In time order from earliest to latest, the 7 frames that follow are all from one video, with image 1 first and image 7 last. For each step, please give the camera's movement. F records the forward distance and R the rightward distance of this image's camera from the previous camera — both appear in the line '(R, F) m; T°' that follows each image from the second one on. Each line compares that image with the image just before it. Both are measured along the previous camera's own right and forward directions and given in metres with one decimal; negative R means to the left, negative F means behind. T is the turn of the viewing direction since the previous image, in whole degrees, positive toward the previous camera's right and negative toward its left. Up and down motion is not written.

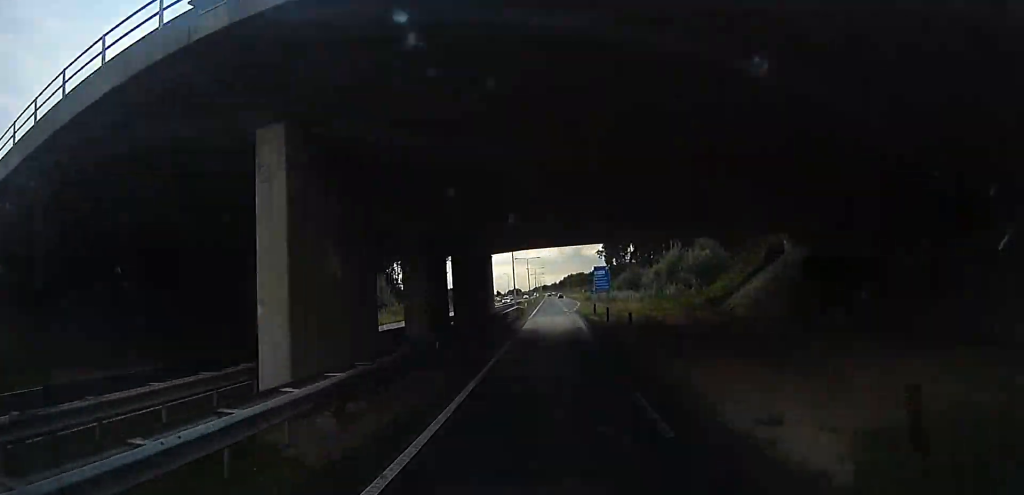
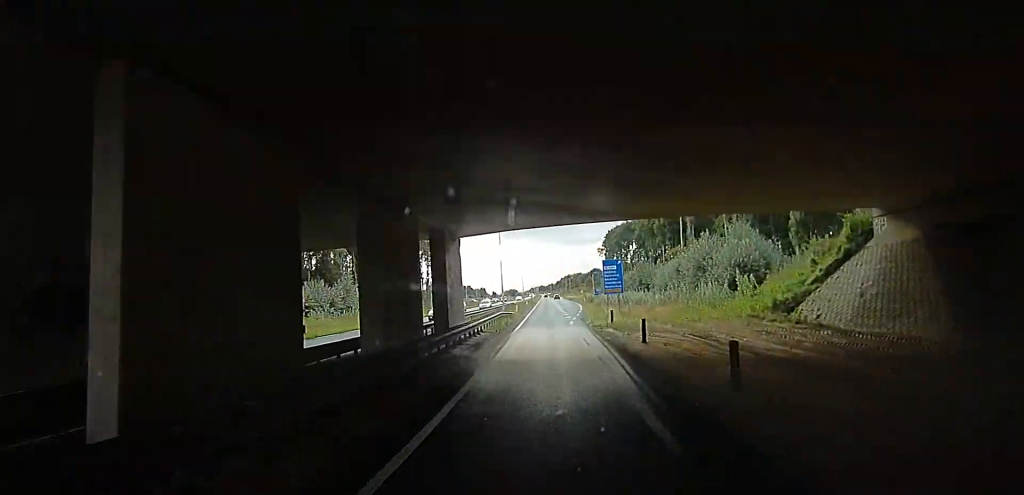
(0.0, +12.6) m; 0°
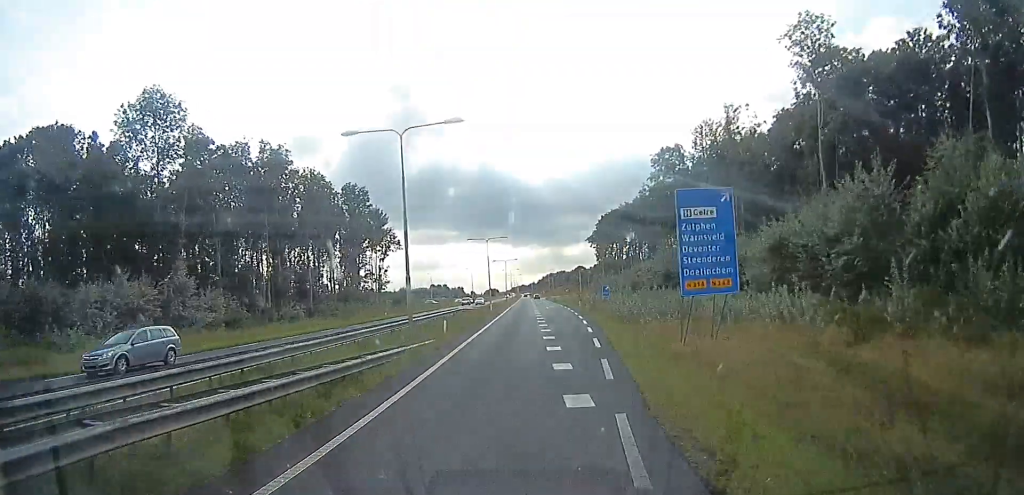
(0.0, +30.7) m; 0°
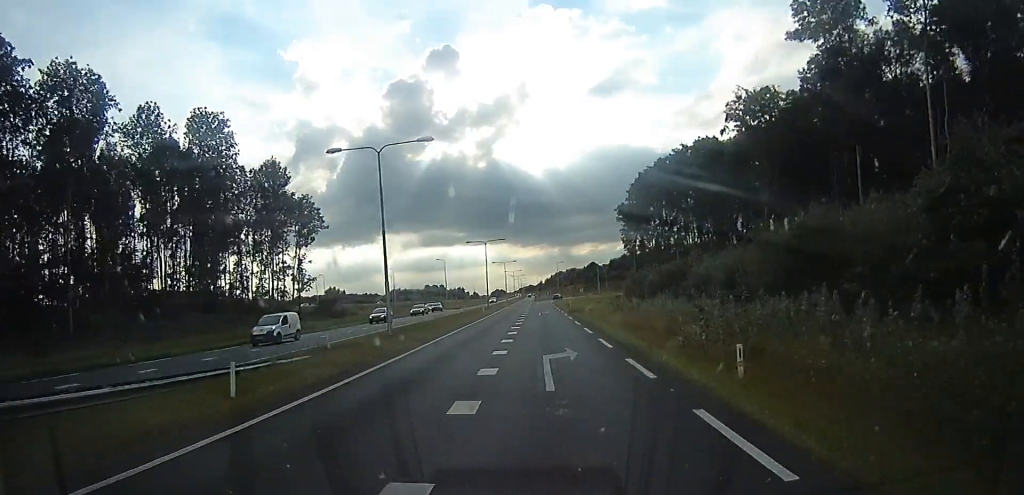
(-1.0, +48.6) m; -2°
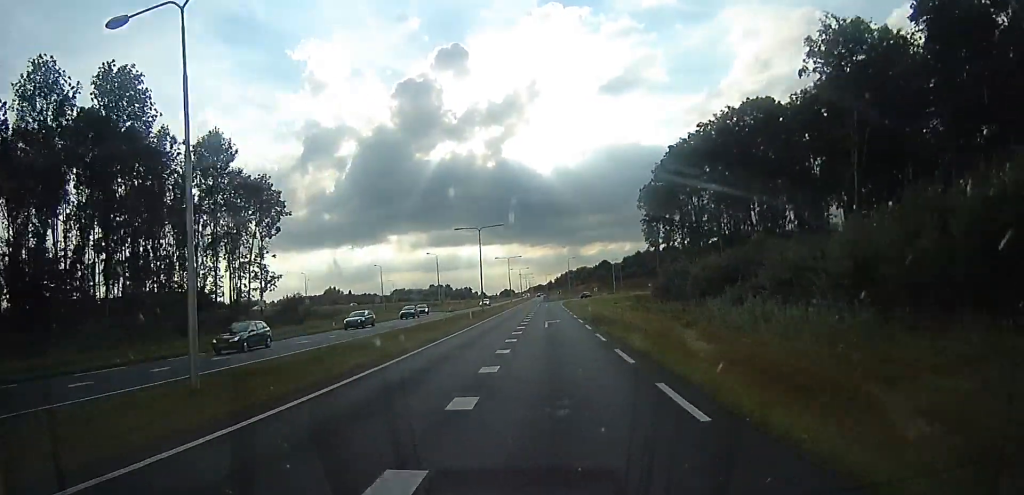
(0.0, +15.8) m; 0°
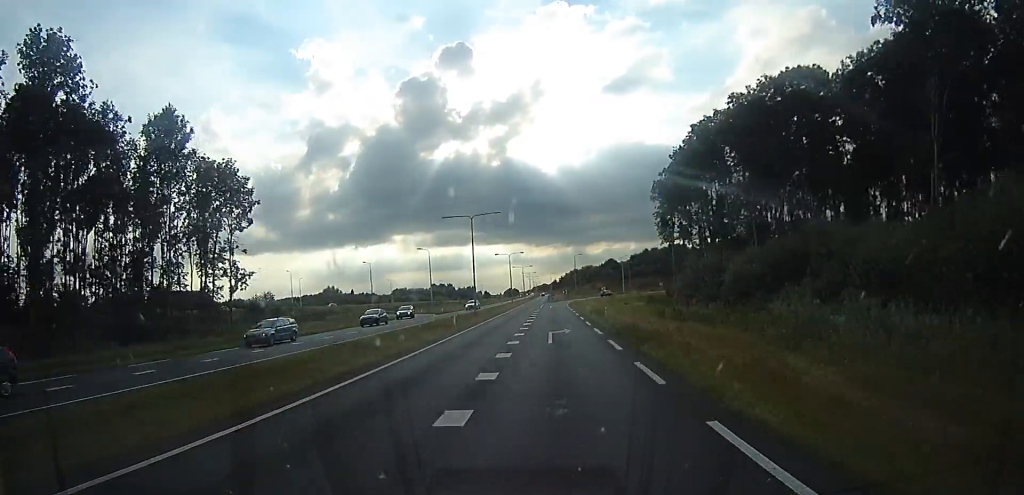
(0.0, +9.0) m; 0°
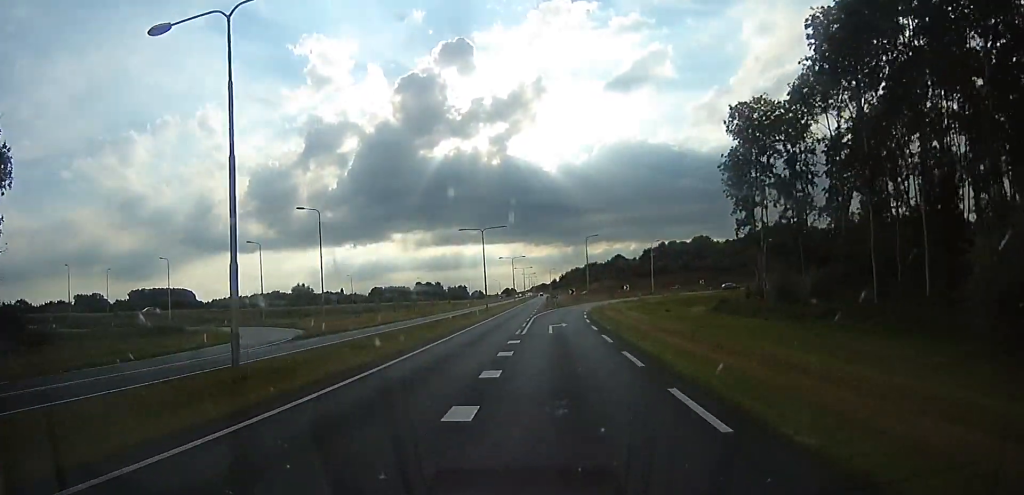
(-0.3, +39.8) m; -1°
